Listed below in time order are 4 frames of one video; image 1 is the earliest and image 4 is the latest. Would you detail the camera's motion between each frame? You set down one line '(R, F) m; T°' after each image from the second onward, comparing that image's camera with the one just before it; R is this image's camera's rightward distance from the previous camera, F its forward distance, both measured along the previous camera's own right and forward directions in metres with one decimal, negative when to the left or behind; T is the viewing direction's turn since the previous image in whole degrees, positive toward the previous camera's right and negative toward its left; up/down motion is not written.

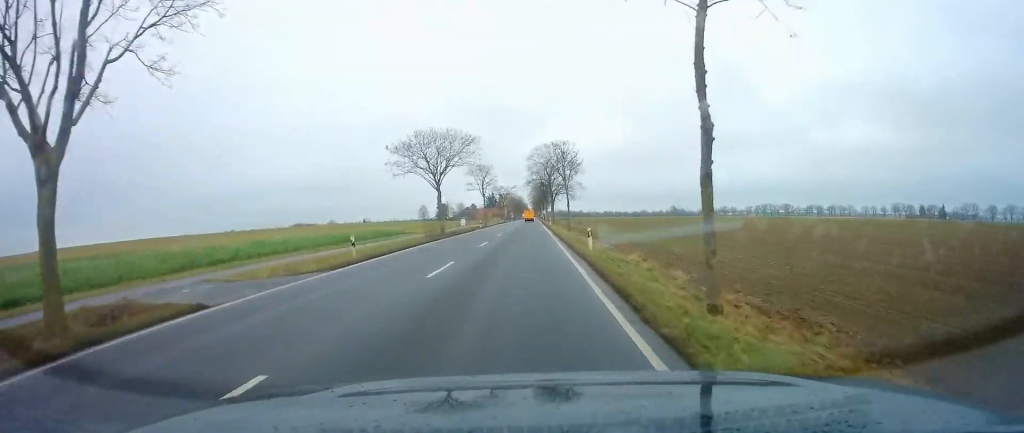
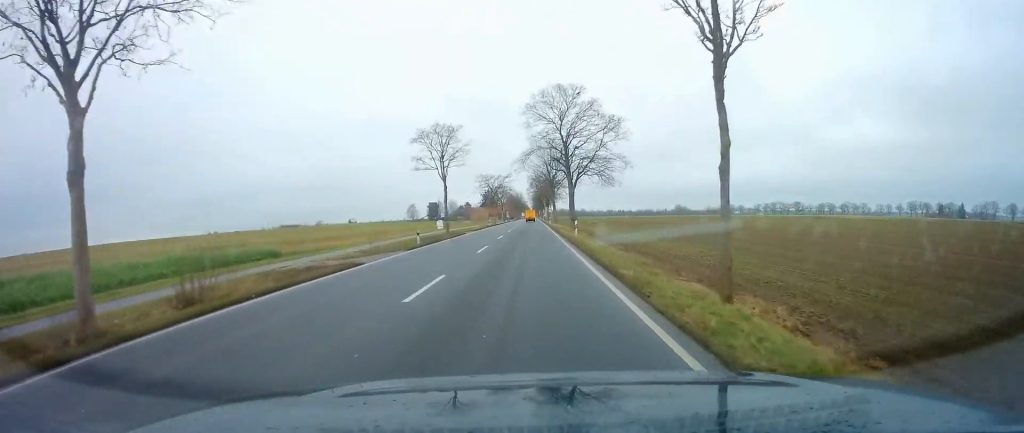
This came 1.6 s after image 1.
(-0.4, +39.8) m; 0°
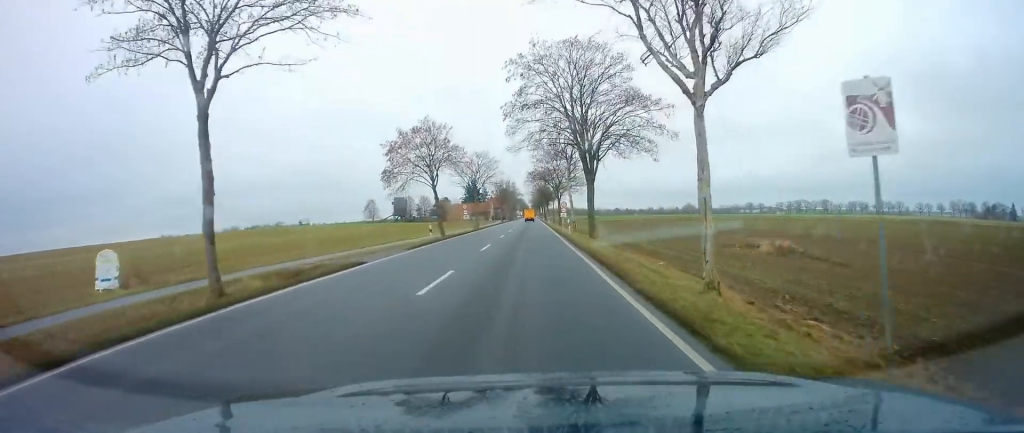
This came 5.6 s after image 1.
(+0.8, +95.6) m; 0°
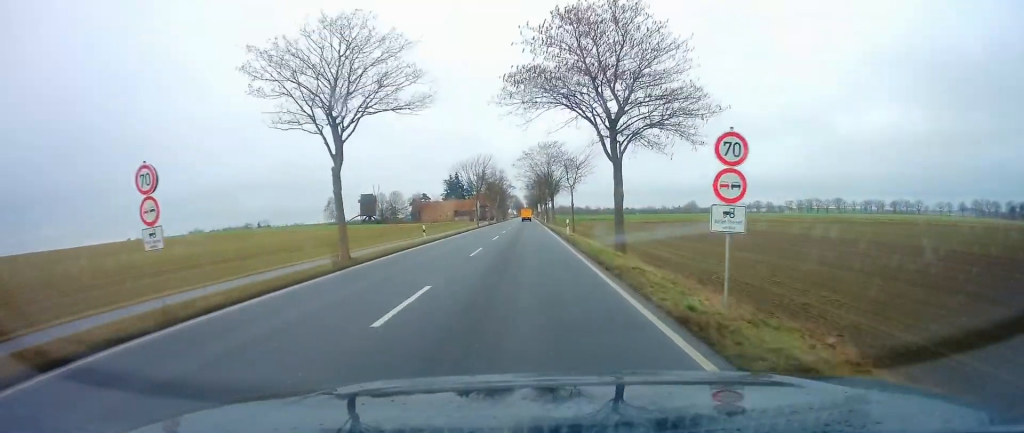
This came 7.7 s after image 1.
(0.0, +51.3) m; 0°
